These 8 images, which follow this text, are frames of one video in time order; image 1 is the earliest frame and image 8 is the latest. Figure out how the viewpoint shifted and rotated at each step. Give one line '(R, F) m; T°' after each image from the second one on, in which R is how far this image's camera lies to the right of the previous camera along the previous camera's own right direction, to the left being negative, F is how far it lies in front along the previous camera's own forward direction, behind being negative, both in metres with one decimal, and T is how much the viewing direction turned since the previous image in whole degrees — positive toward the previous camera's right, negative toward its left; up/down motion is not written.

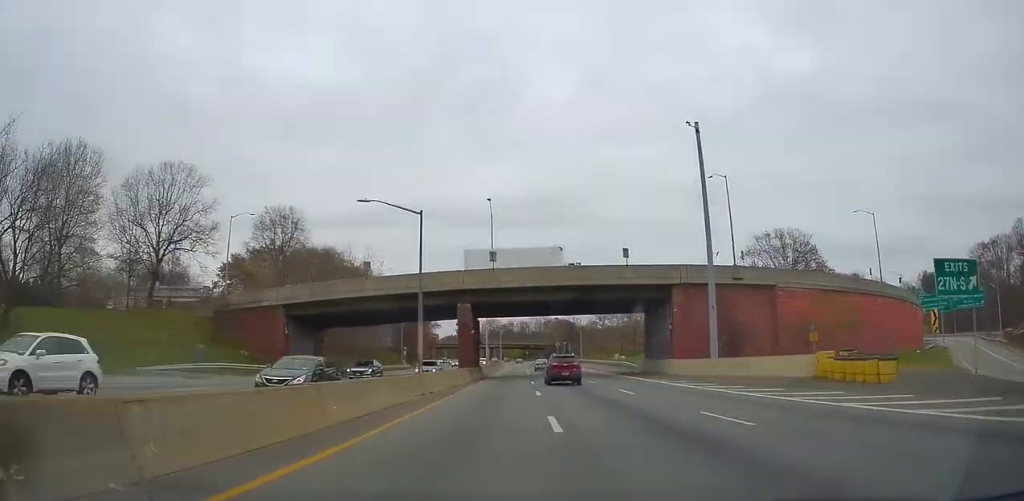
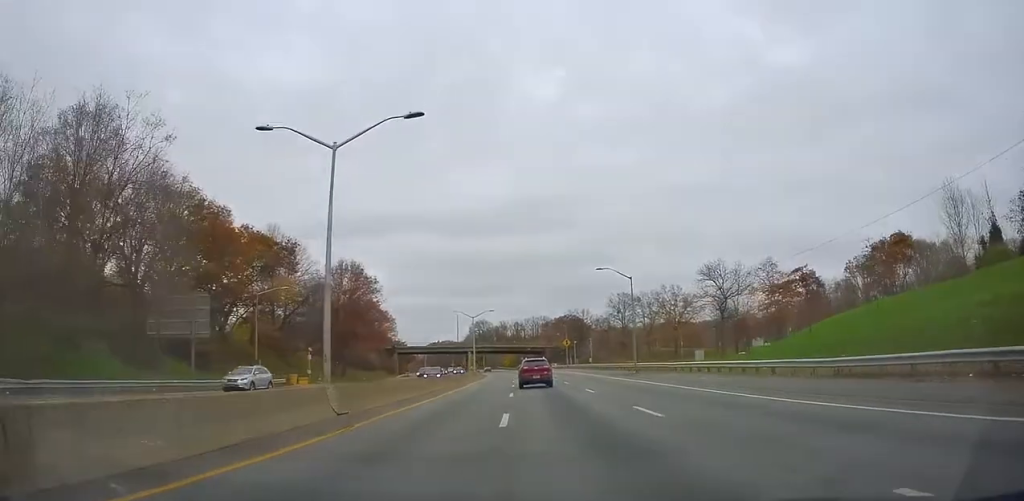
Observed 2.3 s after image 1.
(-0.9, +58.8) m; -1°
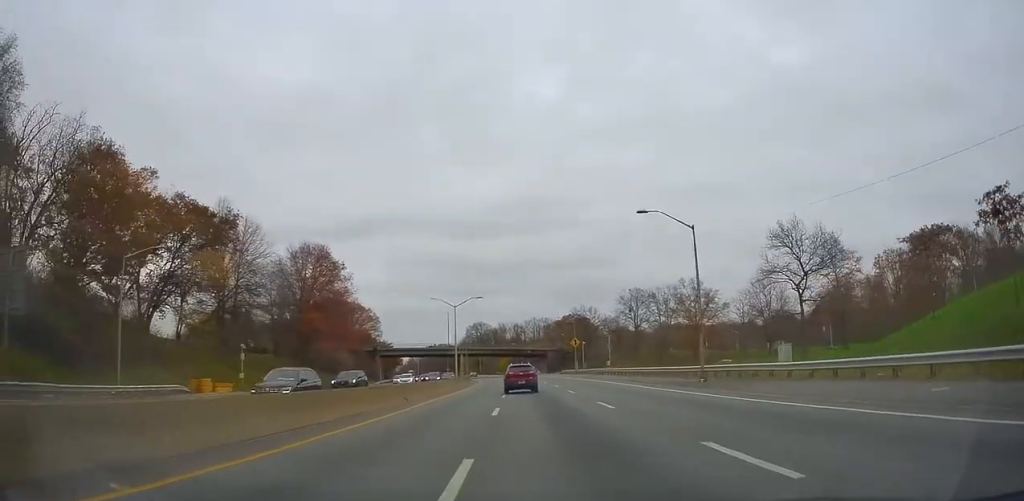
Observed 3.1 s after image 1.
(0.0, +19.7) m; 0°
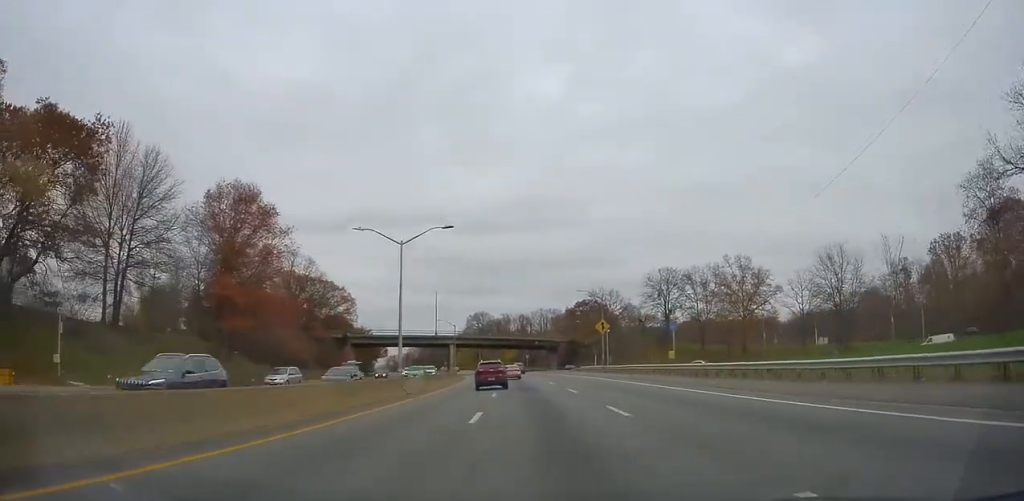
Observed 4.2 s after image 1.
(0.0, +27.9) m; 0°
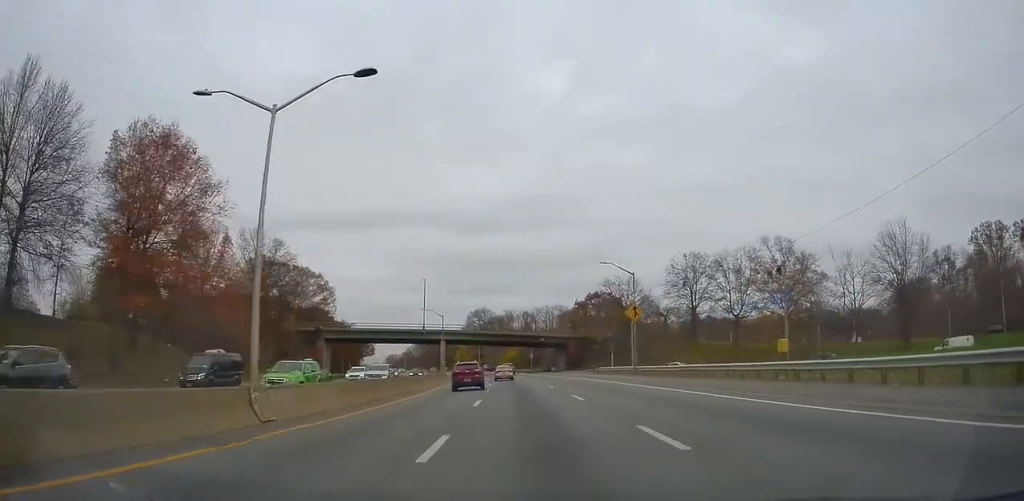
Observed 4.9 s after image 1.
(0.0, +17.4) m; 0°
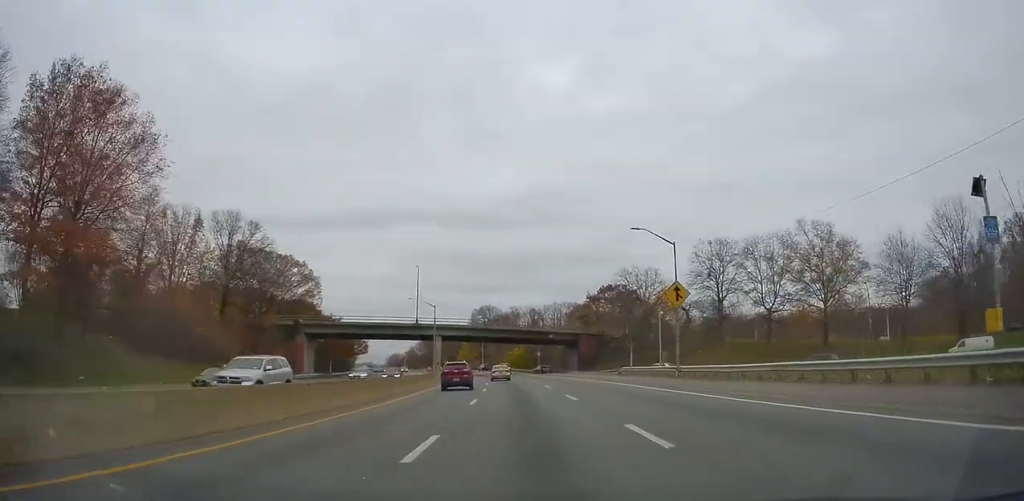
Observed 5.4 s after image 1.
(0.0, +11.7) m; 0°
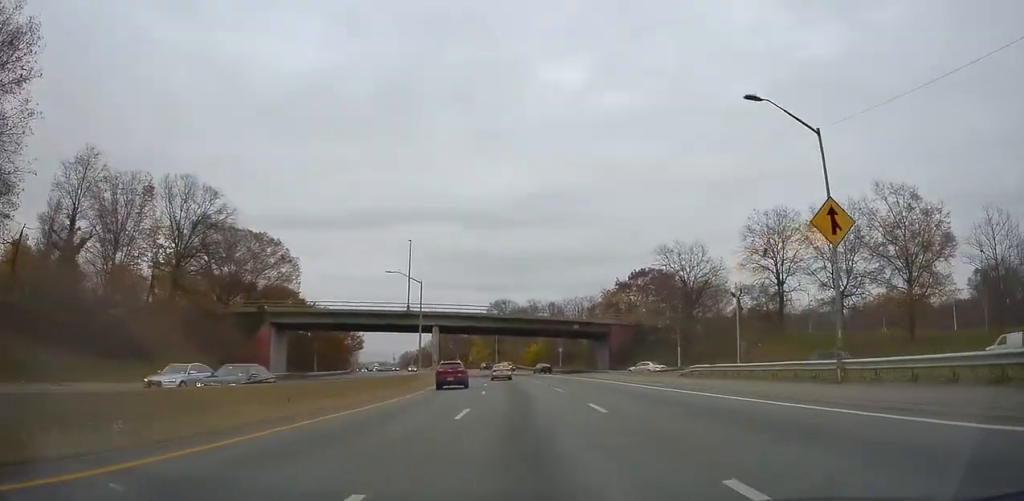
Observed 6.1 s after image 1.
(0.0, +18.0) m; -1°
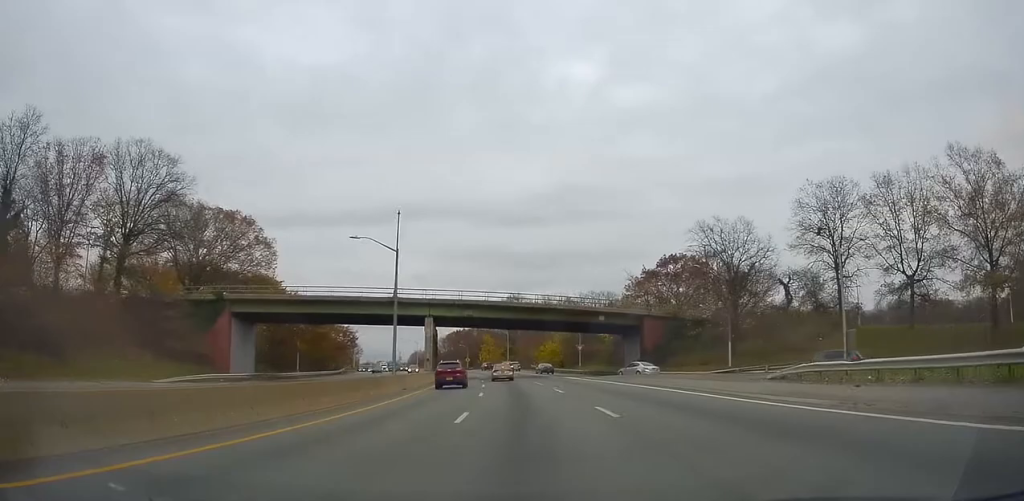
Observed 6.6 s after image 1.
(+0.1, +13.5) m; -1°
